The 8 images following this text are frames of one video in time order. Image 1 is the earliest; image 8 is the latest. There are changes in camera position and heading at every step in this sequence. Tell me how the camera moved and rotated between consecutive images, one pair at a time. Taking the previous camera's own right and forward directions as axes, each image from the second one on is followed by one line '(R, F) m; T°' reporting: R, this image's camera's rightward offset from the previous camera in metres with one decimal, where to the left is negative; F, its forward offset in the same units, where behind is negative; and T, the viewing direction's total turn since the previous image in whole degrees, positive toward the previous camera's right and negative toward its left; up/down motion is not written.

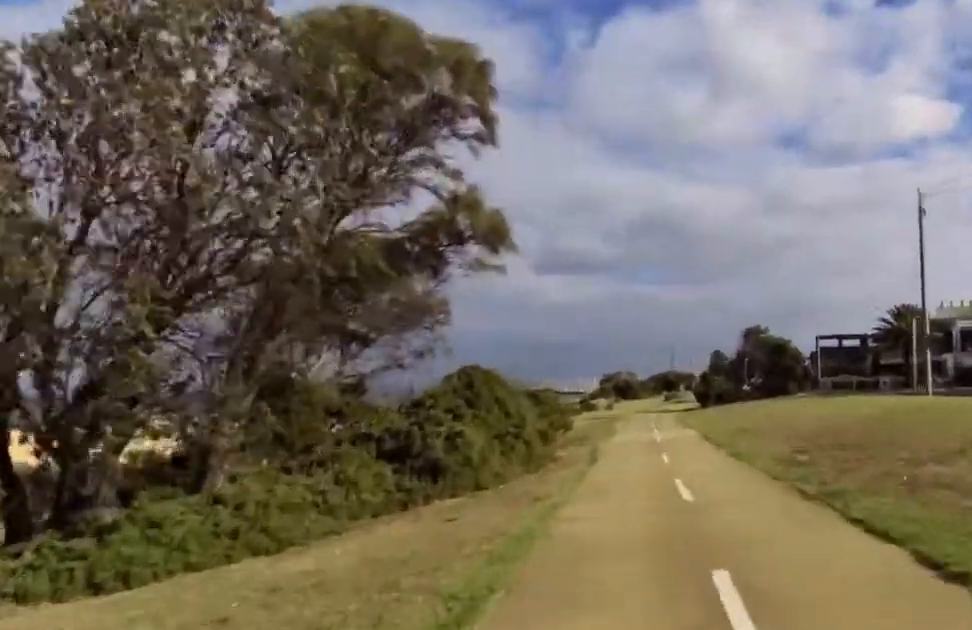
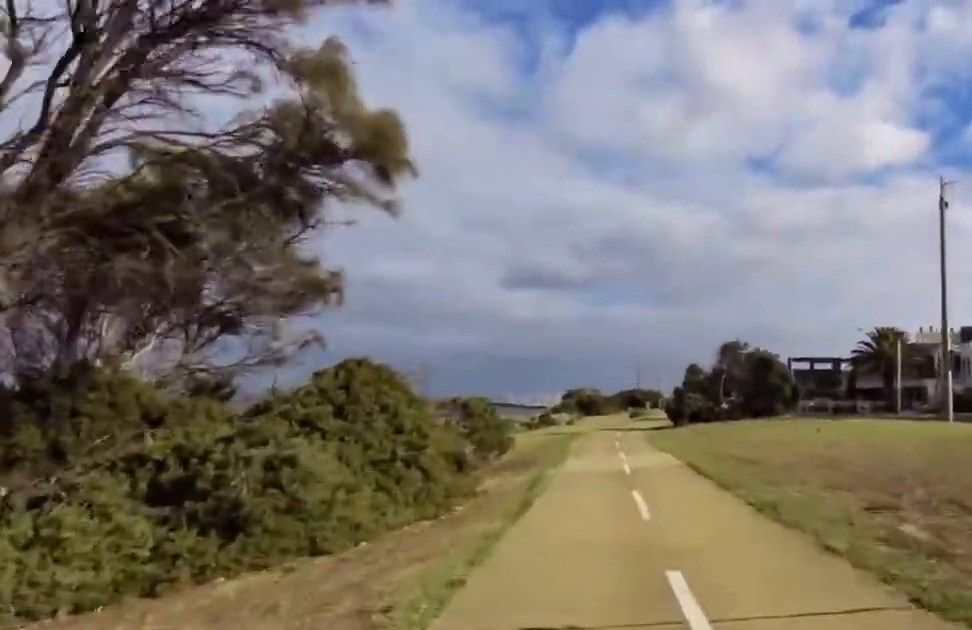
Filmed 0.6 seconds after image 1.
(-0.1, +5.3) m; -2°
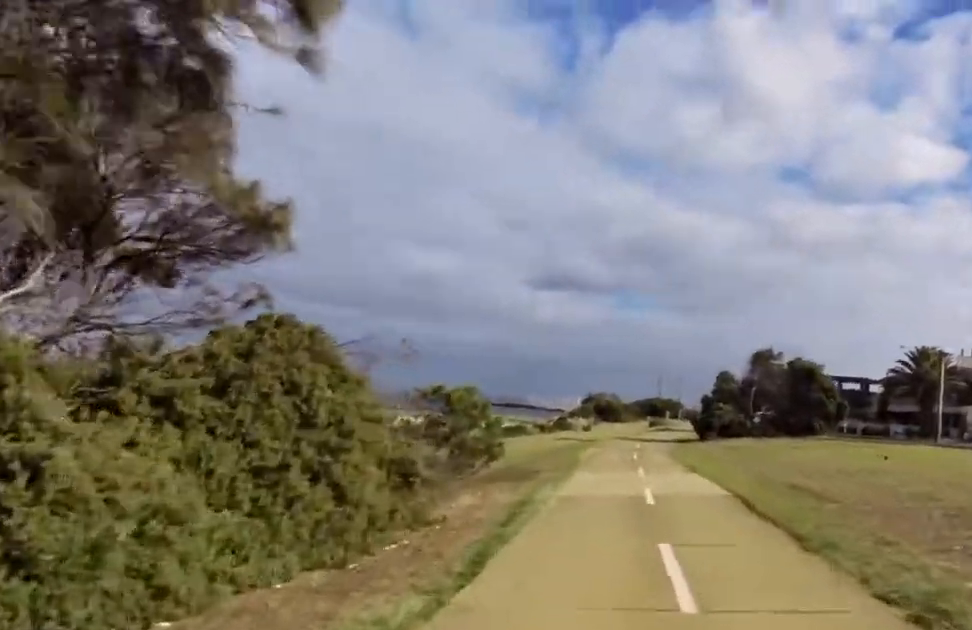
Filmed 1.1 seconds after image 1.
(-0.4, +3.7) m; -1°
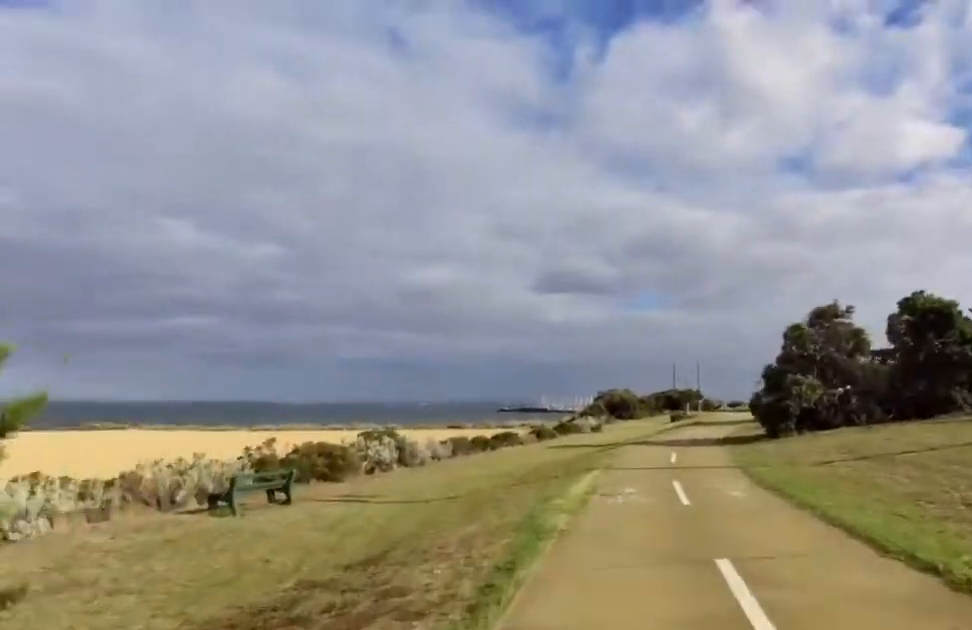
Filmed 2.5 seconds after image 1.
(+0.5, +12.0) m; +8°
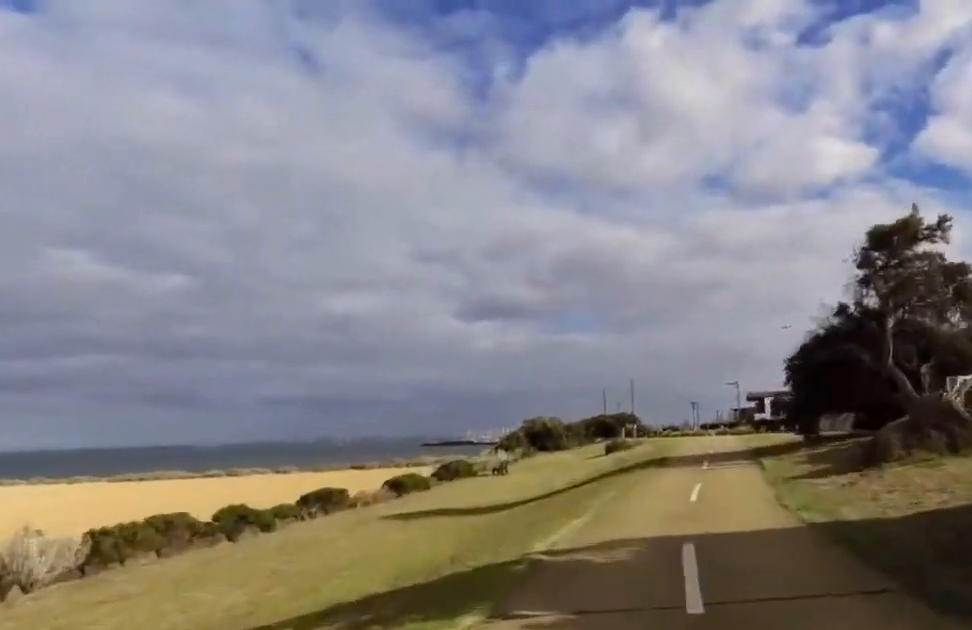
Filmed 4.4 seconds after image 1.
(+1.6, +16.6) m; -1°
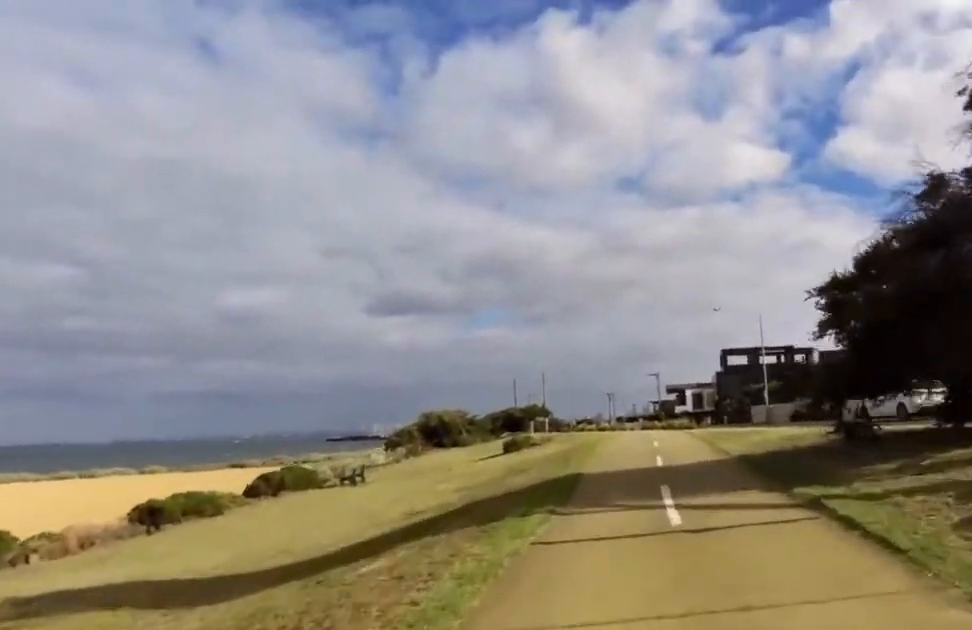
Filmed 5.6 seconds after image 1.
(-0.7, +9.5) m; +9°
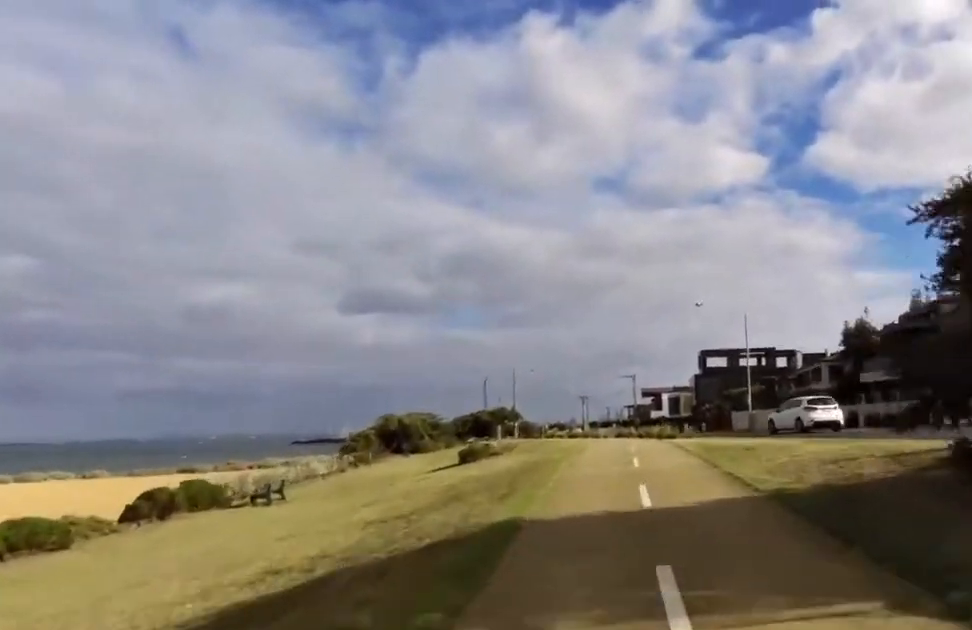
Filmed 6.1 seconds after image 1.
(+1.2, +4.3) m; +5°
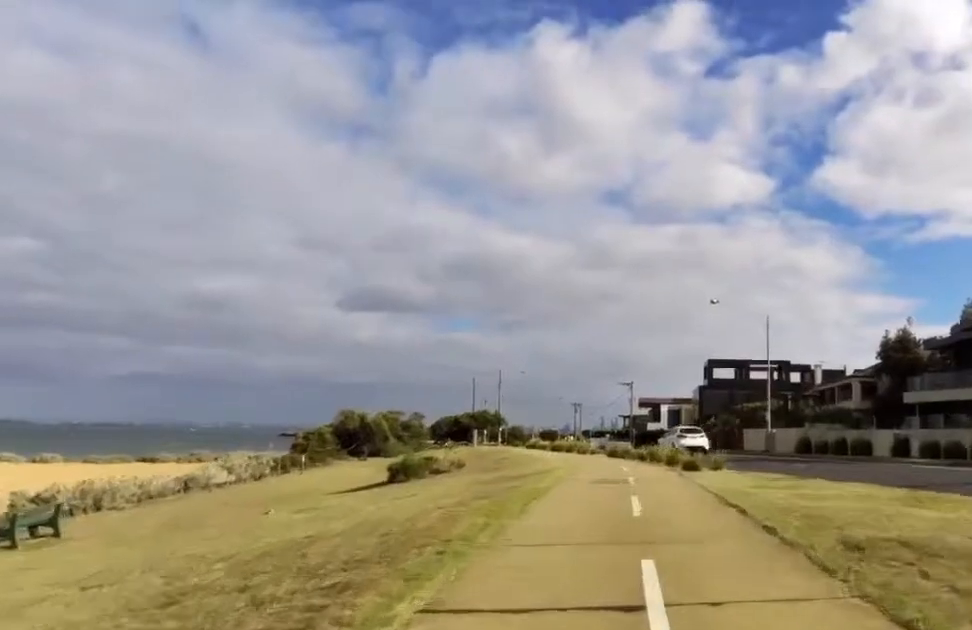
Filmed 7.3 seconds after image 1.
(-0.7, +9.8) m; -5°
